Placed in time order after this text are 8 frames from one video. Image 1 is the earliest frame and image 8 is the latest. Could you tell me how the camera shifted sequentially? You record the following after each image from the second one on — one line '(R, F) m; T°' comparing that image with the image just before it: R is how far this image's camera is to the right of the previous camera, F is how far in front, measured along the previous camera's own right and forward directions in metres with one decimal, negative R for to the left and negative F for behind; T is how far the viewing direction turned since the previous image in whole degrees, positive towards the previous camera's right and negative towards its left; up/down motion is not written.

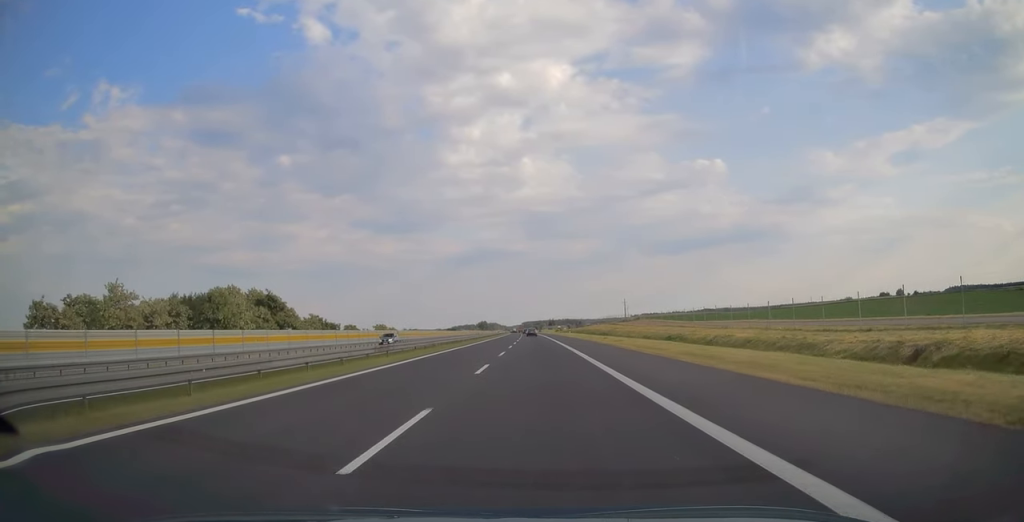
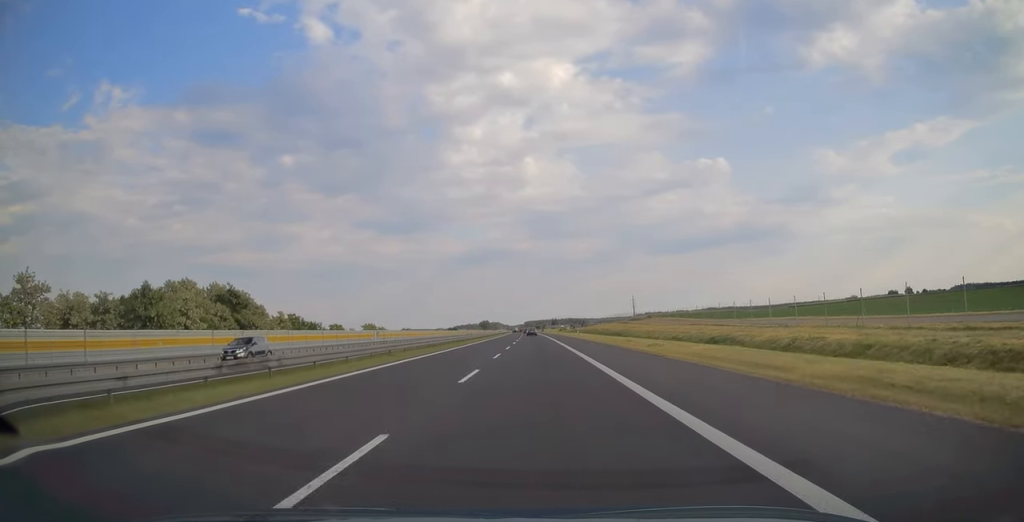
(-0.1, +15.2) m; 0°
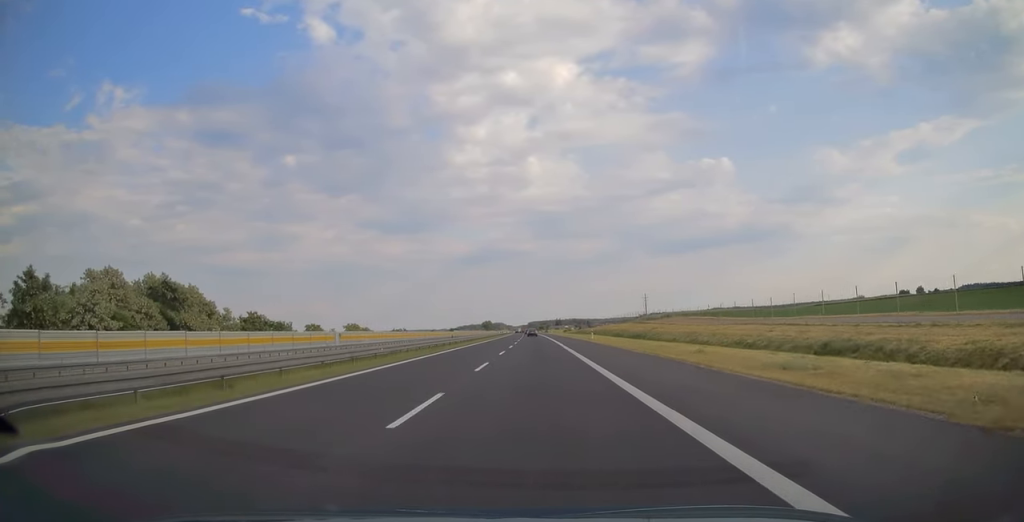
(-0.1, +19.0) m; 0°
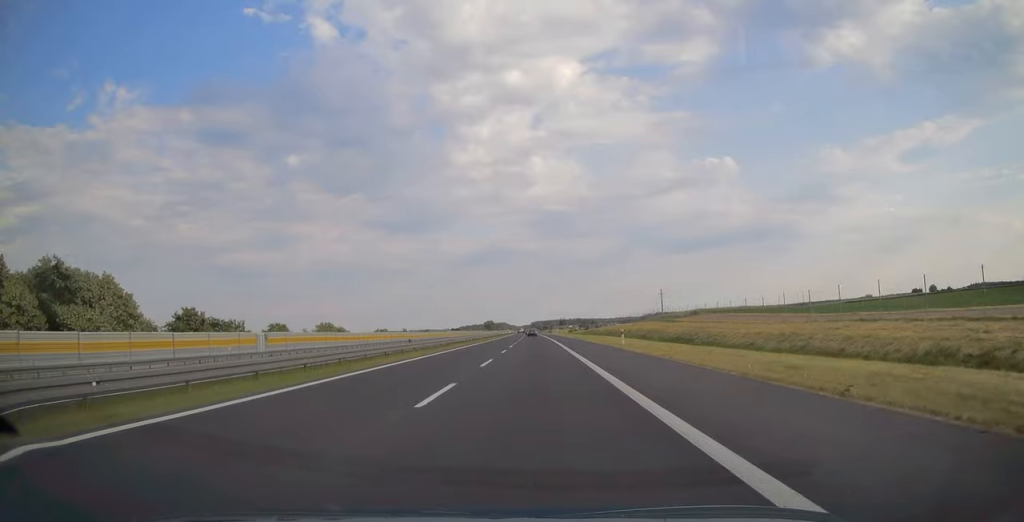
(0.0, +21.8) m; 0°
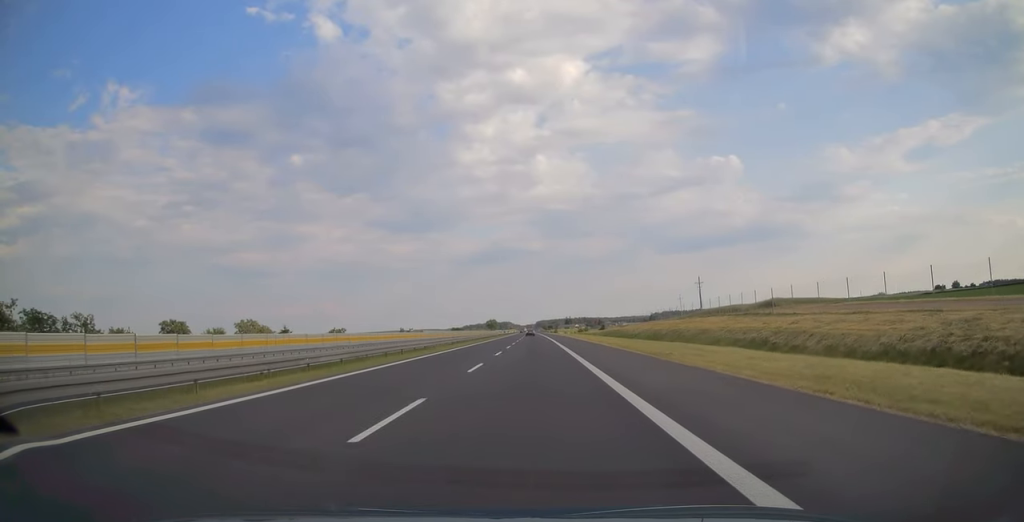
(-0.2, +39.4) m; -1°
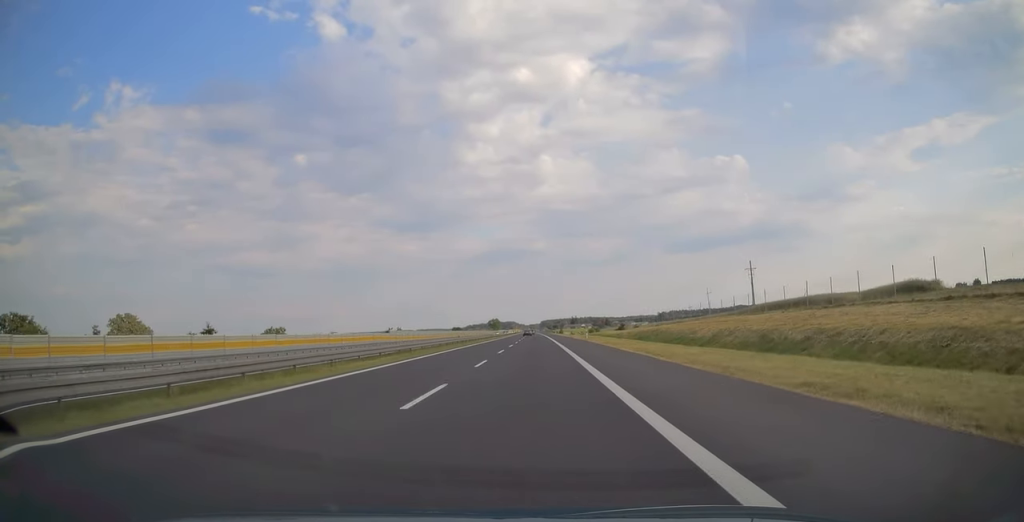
(-0.2, +33.2) m; 0°
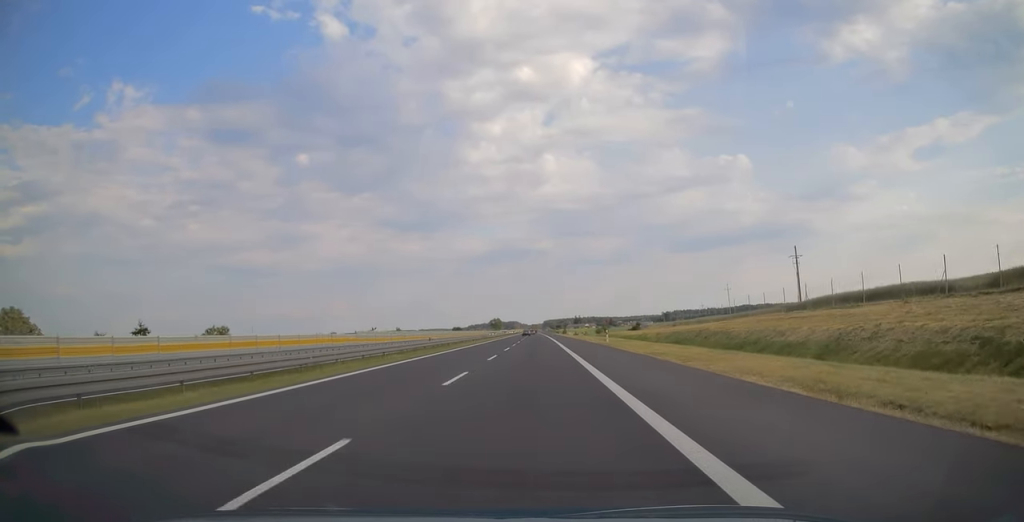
(0.0, +19.3) m; 0°
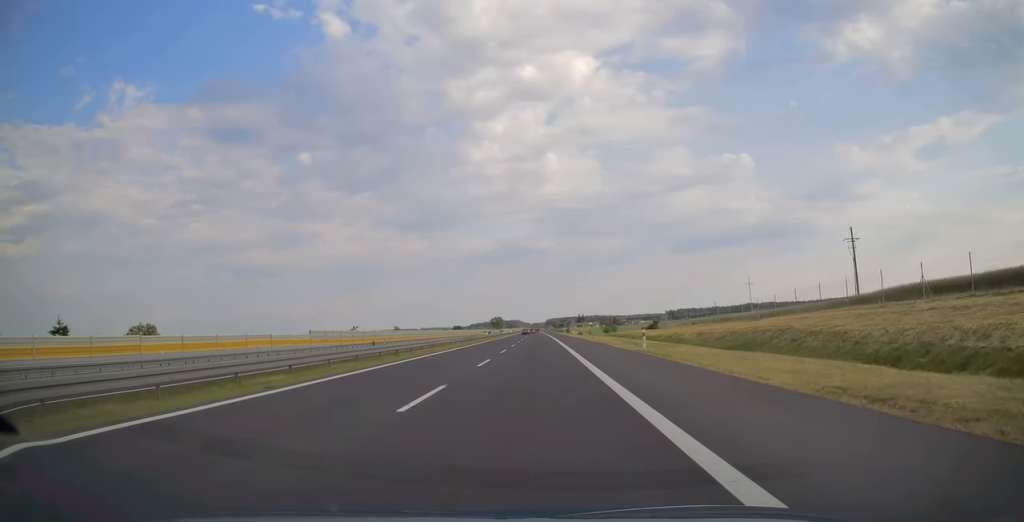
(-0.1, +17.1) m; 0°
